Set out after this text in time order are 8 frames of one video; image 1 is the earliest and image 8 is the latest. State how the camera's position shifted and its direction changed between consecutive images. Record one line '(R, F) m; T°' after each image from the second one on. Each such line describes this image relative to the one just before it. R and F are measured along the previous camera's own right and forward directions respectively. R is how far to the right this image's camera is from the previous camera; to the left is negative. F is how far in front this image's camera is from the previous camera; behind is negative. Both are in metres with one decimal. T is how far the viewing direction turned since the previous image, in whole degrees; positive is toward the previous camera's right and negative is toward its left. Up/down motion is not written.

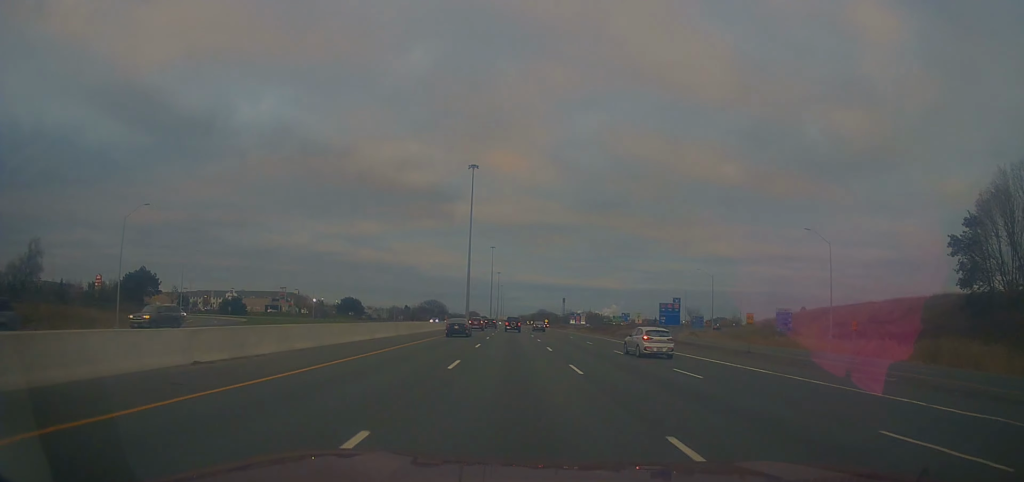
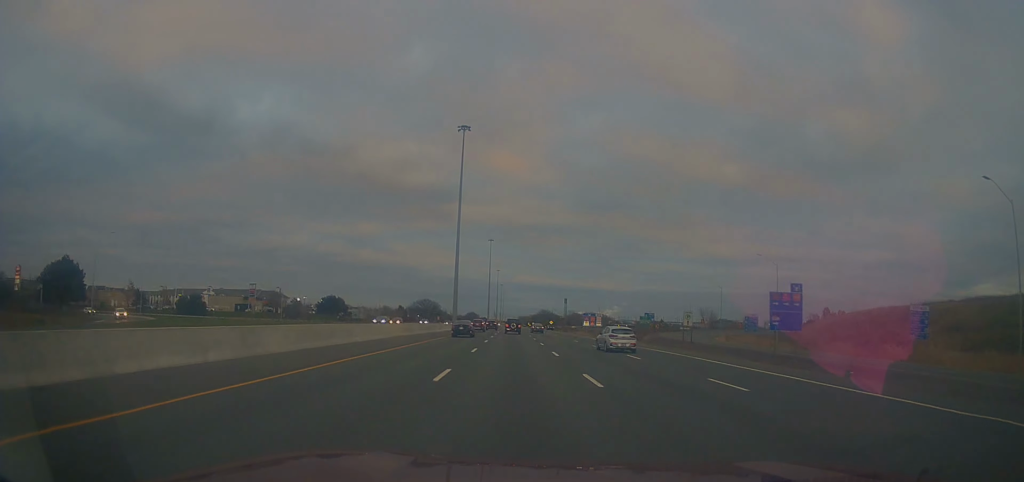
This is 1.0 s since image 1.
(+0.1, +27.7) m; 0°
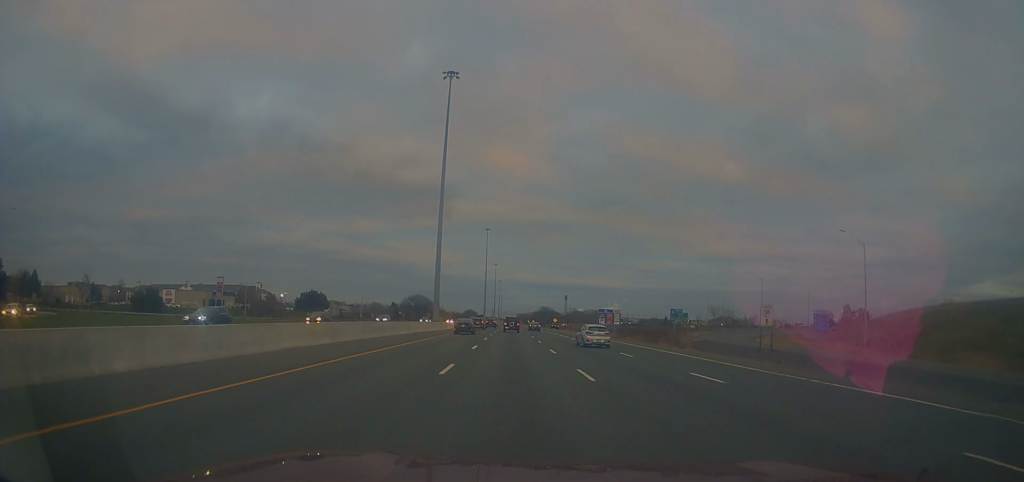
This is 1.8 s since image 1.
(-0.2, +23.0) m; 0°
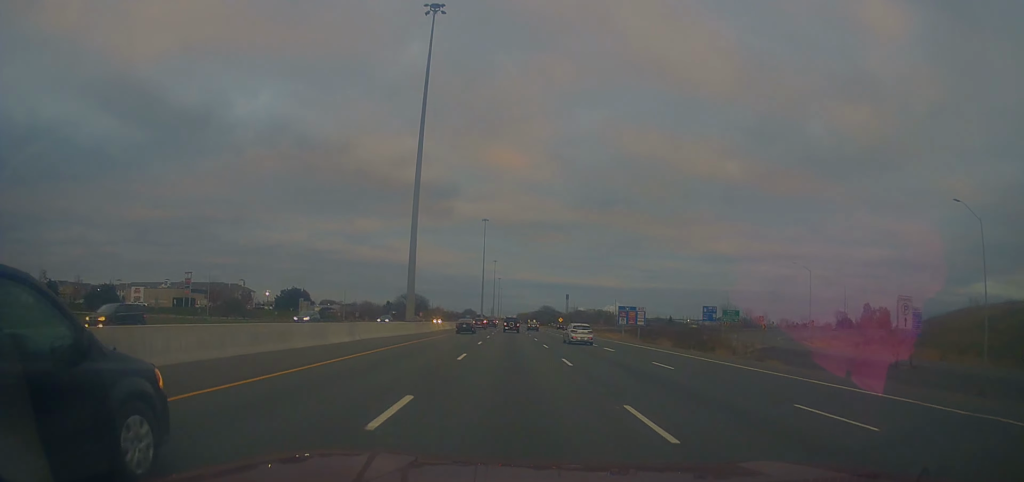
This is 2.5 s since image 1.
(0.0, +19.4) m; 0°
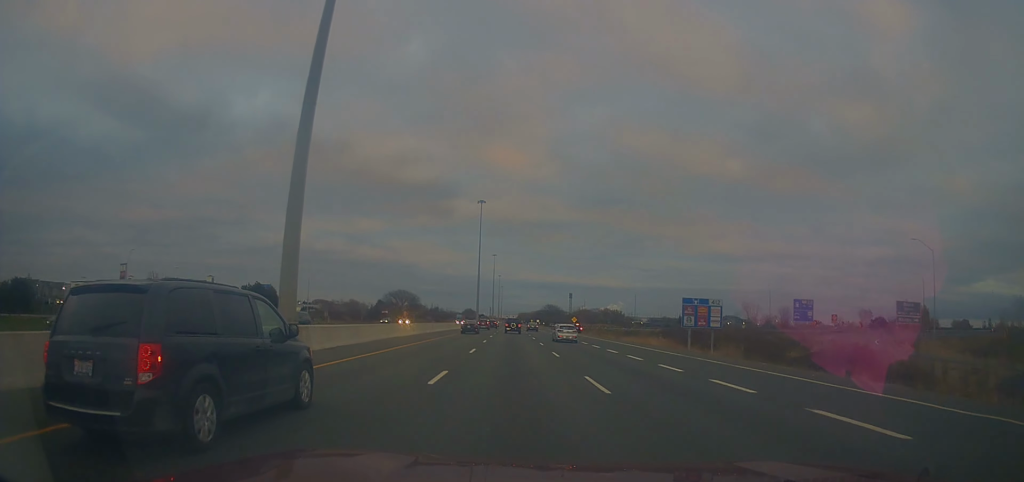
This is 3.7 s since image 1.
(-0.2, +31.4) m; -1°
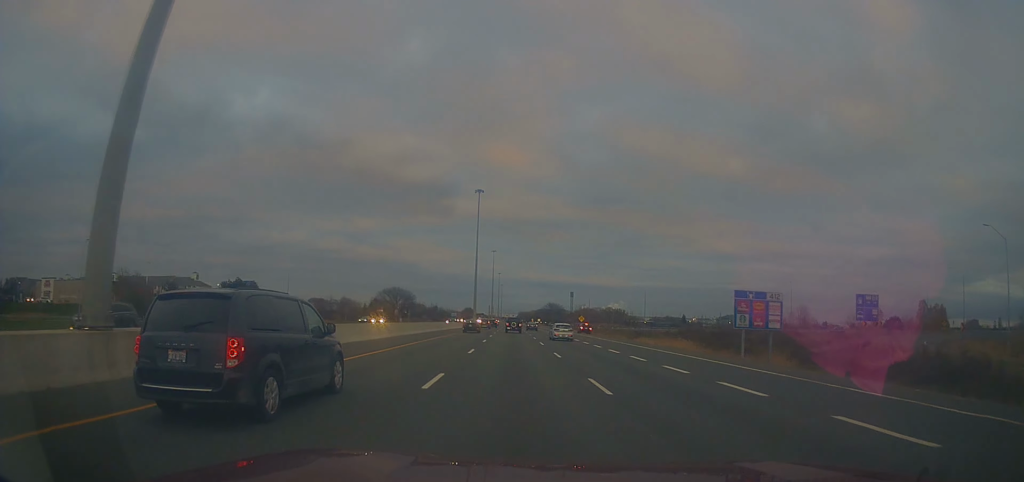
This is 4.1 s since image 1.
(-0.2, +12.8) m; 0°
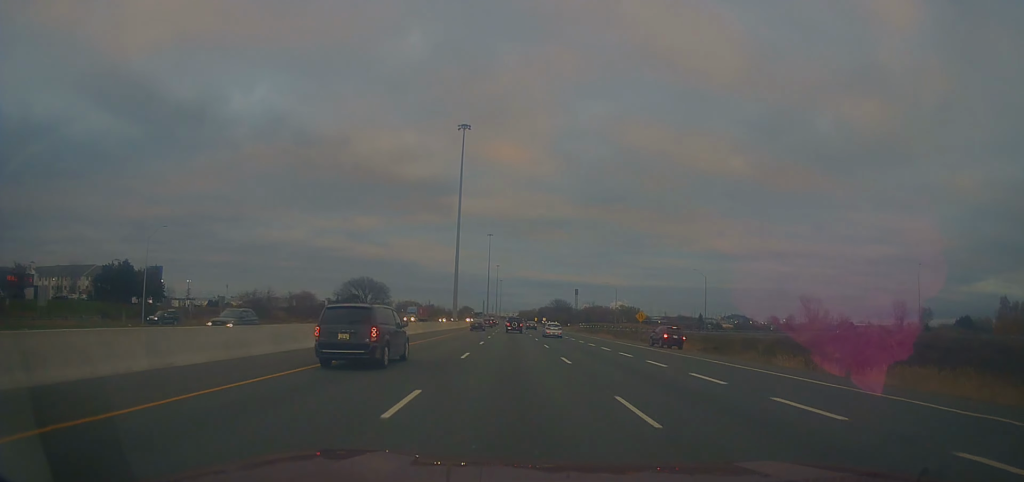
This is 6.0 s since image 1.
(+0.6, +52.6) m; +1°
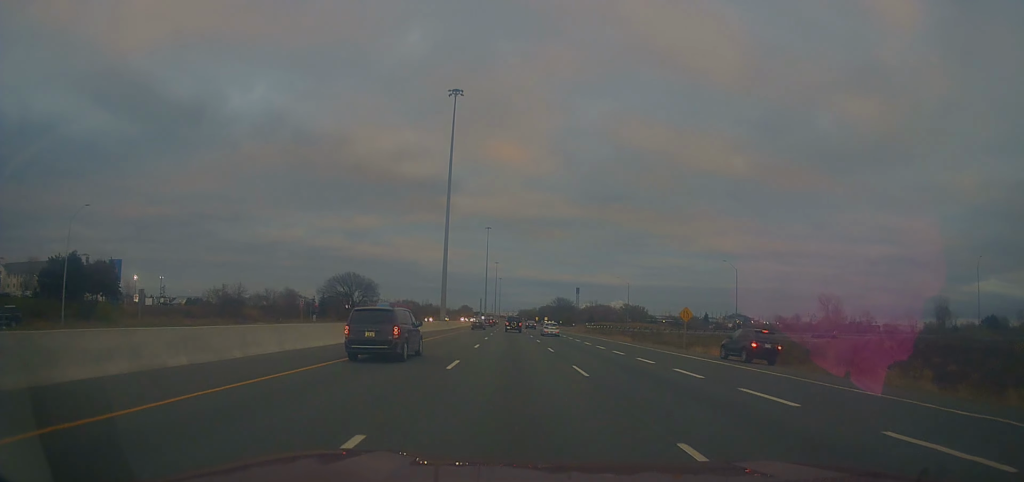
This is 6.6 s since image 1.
(0.0, +16.6) m; 0°
